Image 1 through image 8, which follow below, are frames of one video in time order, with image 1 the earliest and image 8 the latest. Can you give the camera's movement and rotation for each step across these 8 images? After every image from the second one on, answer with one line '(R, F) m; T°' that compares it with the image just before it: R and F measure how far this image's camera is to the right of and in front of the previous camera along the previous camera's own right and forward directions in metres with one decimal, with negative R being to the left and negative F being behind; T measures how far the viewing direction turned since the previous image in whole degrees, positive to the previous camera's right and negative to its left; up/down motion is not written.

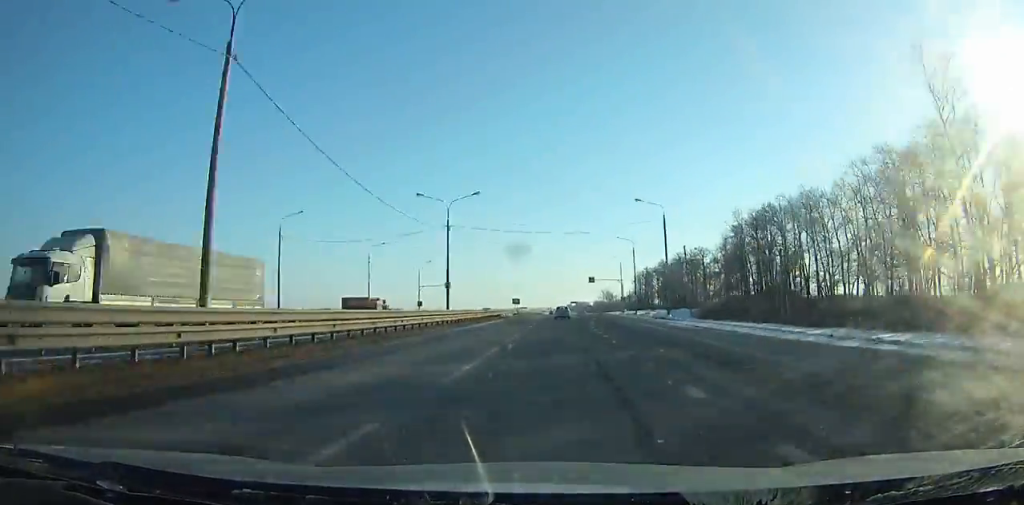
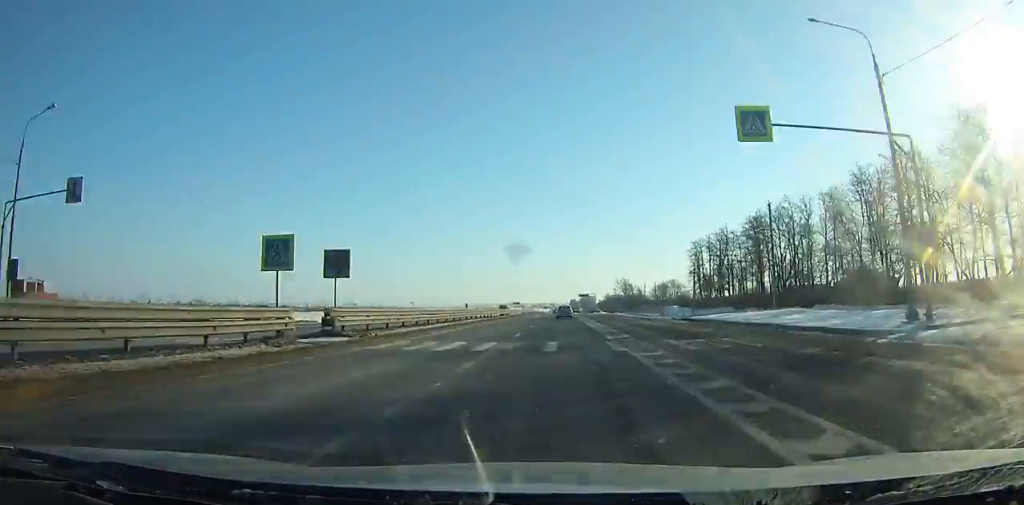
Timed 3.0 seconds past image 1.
(-0.1, +96.4) m; 0°
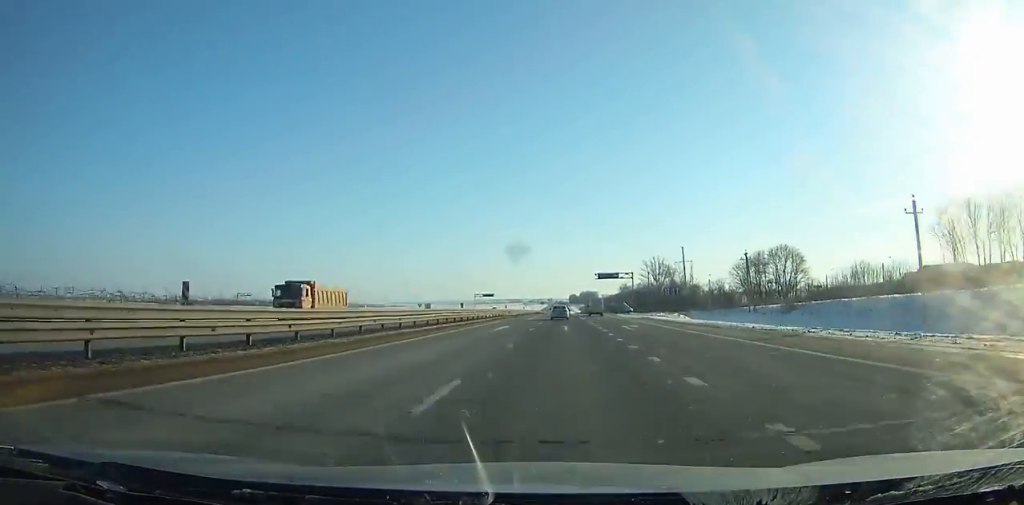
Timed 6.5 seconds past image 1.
(0.0, +111.8) m; 0°
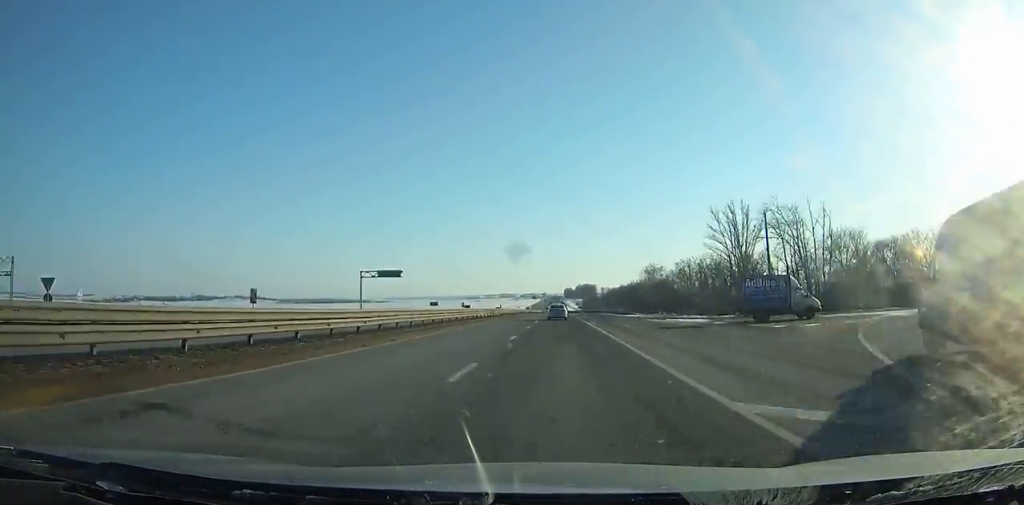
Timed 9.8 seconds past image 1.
(+0.5, +104.6) m; 0°
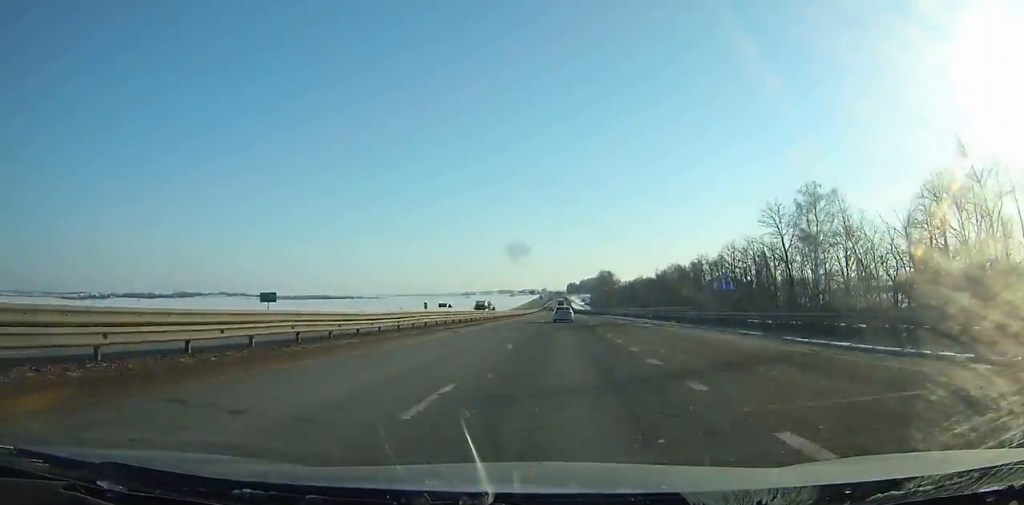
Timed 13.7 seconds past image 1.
(-0.1, +123.0) m; 0°
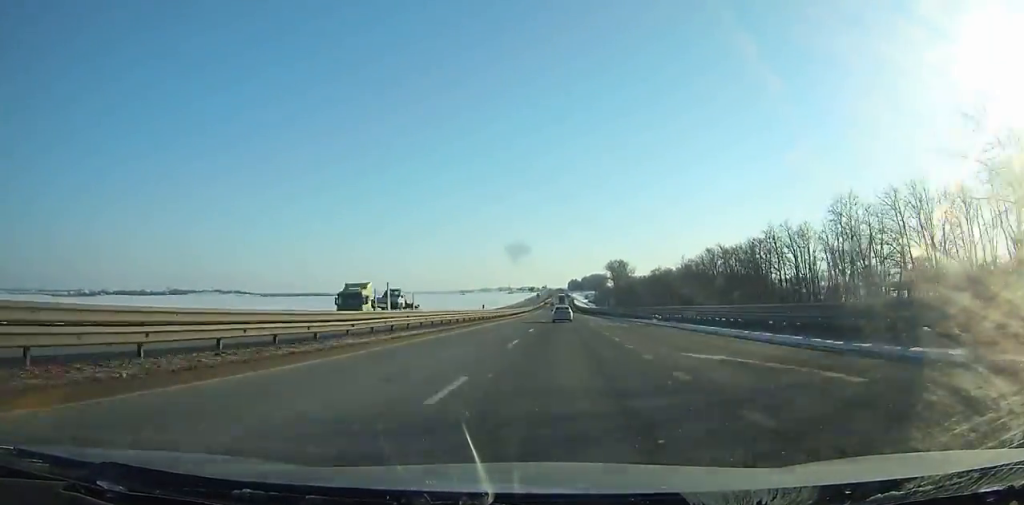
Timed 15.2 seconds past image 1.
(0.0, +47.3) m; 0°
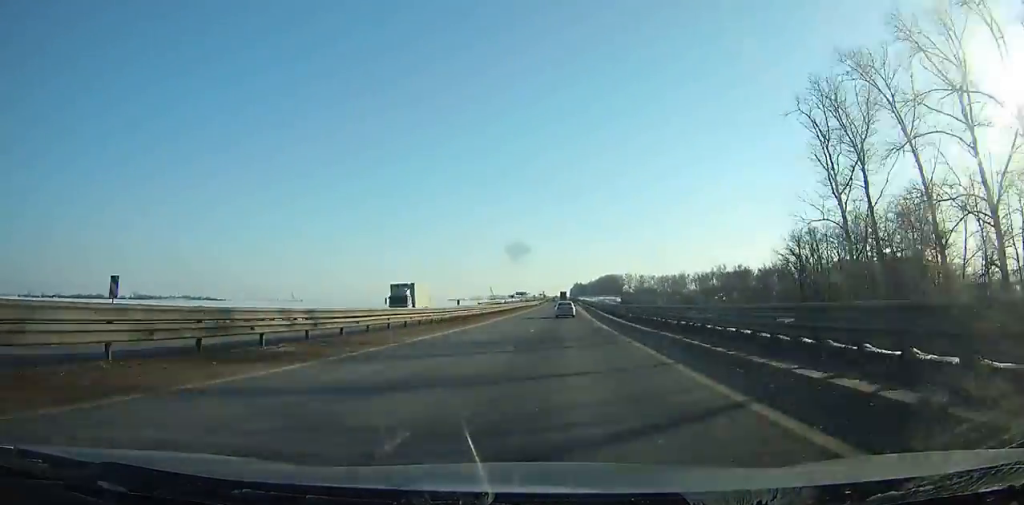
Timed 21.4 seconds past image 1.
(-0.2, +195.3) m; 0°
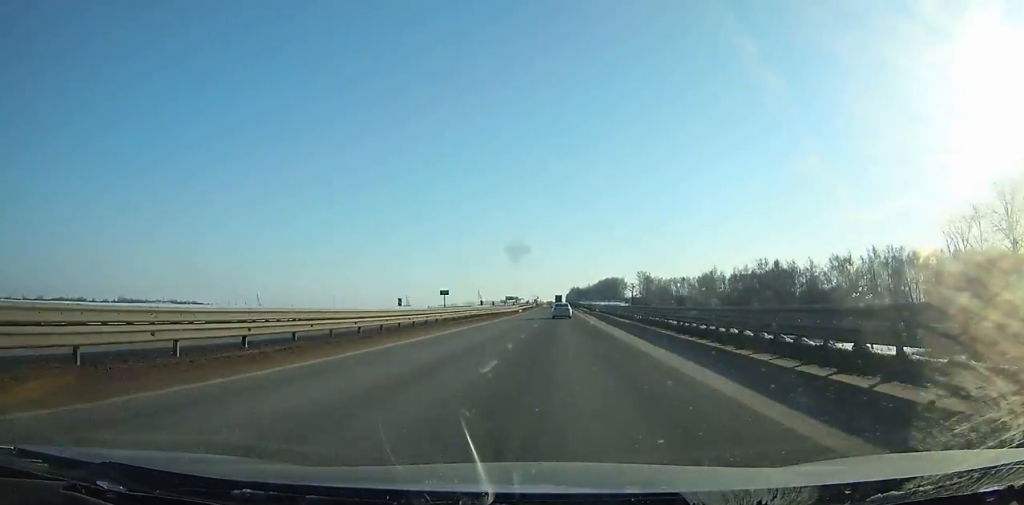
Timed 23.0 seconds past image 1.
(0.0, +50.1) m; 0°
